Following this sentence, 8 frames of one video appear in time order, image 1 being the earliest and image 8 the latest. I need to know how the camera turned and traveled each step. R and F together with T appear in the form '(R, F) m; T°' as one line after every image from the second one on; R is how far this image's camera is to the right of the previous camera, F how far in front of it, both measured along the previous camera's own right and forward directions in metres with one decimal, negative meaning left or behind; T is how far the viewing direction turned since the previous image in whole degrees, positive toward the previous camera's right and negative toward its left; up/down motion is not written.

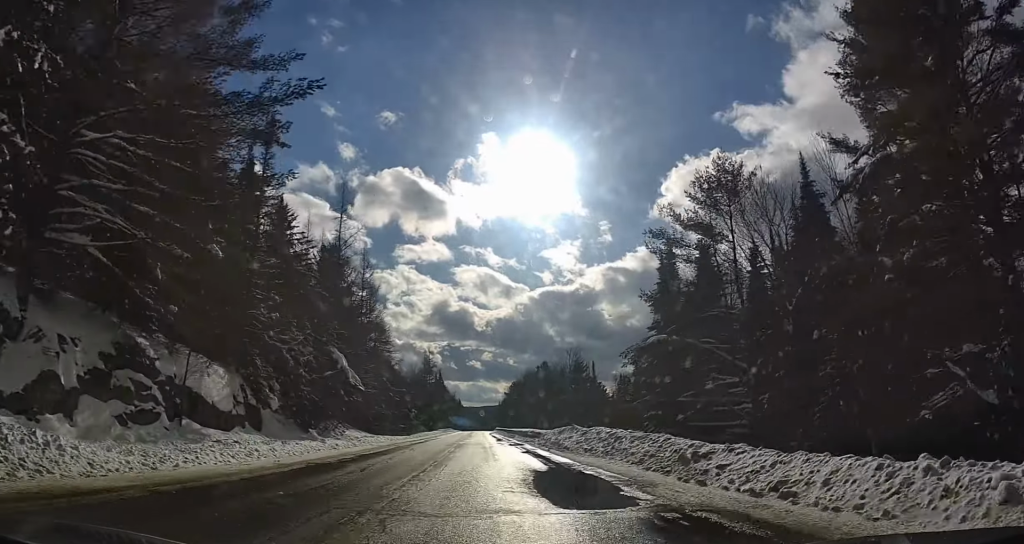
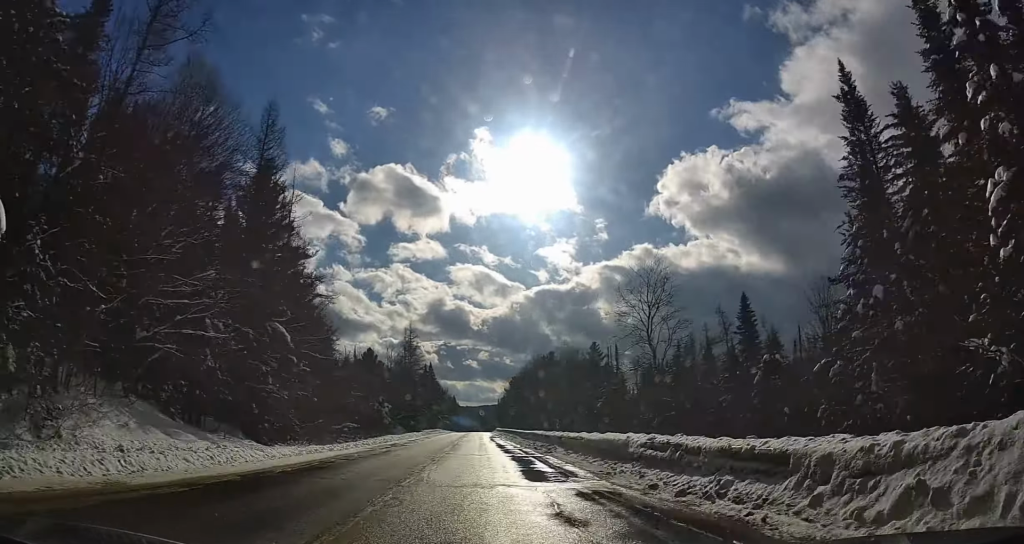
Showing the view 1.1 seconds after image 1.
(-0.1, +30.5) m; -1°
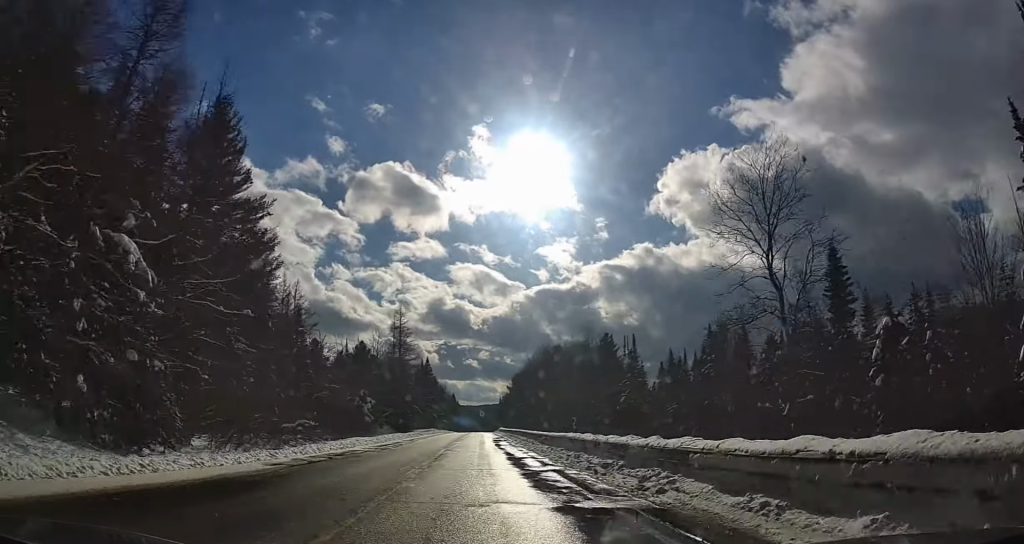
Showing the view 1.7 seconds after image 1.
(-0.1, +14.3) m; 0°
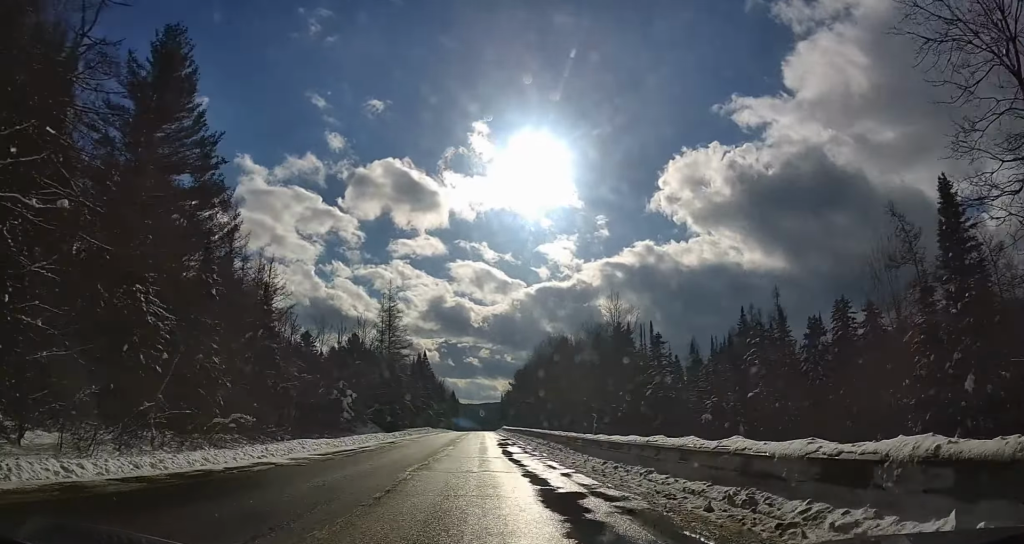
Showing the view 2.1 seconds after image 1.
(-0.1, +11.6) m; +1°
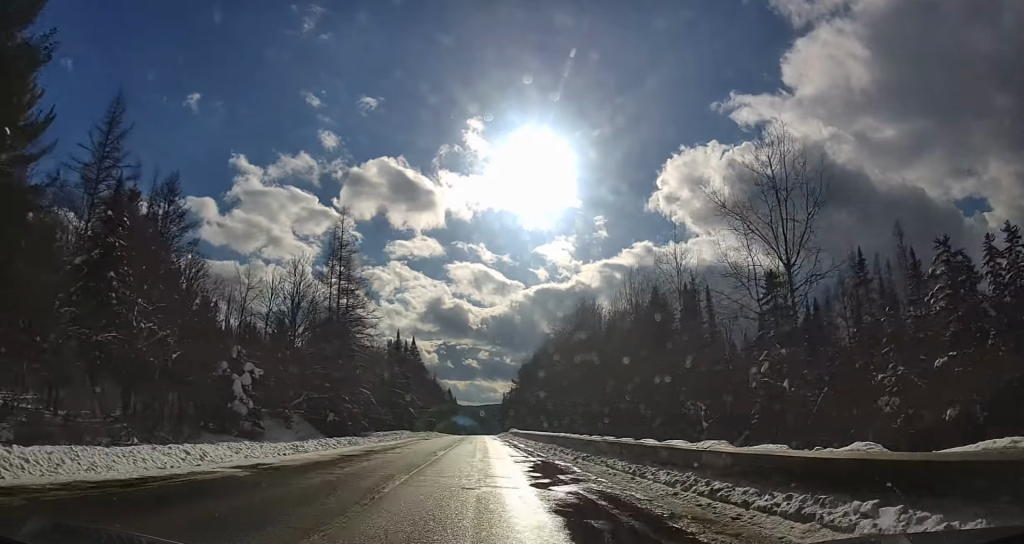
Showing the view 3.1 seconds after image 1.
(+0.5, +27.6) m; +1°
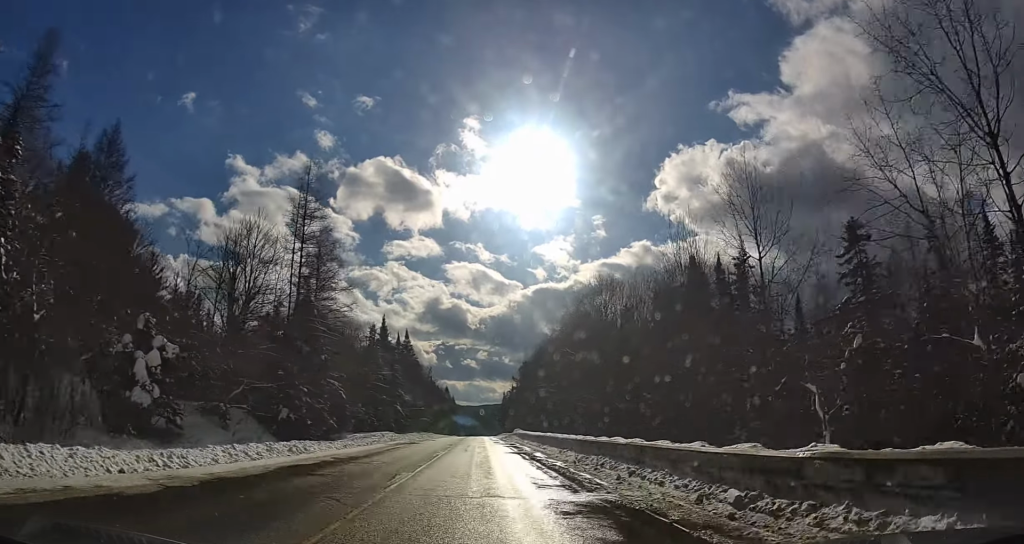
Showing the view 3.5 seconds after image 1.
(+0.3, +10.7) m; 0°
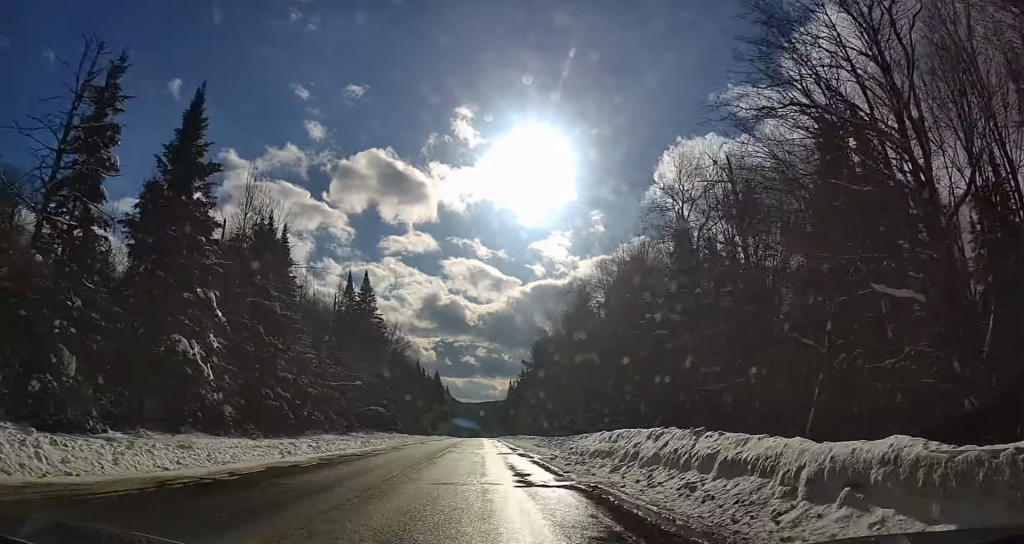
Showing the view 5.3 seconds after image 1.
(-1.4, +47.2) m; -2°
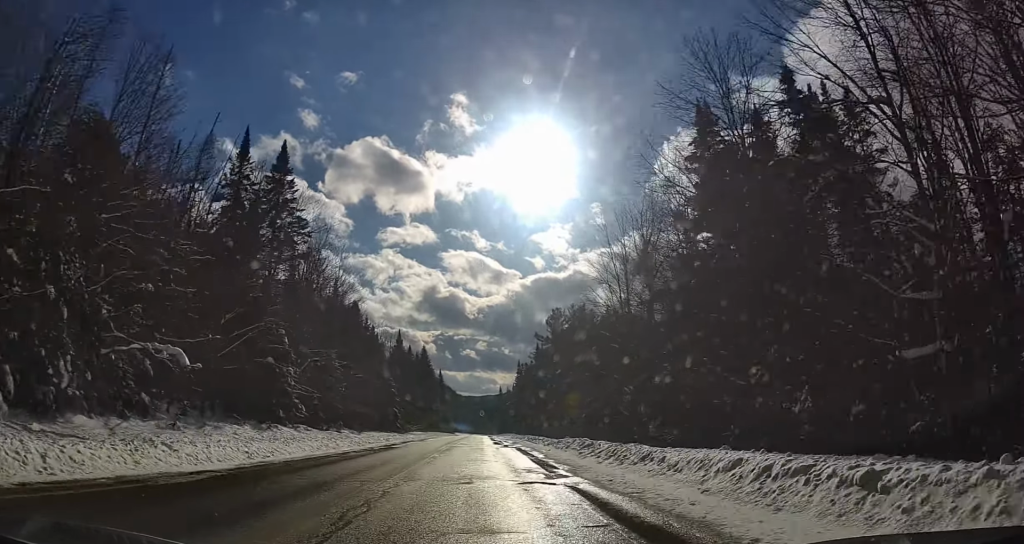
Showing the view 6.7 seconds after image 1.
(-0.1, +38.3) m; 0°
